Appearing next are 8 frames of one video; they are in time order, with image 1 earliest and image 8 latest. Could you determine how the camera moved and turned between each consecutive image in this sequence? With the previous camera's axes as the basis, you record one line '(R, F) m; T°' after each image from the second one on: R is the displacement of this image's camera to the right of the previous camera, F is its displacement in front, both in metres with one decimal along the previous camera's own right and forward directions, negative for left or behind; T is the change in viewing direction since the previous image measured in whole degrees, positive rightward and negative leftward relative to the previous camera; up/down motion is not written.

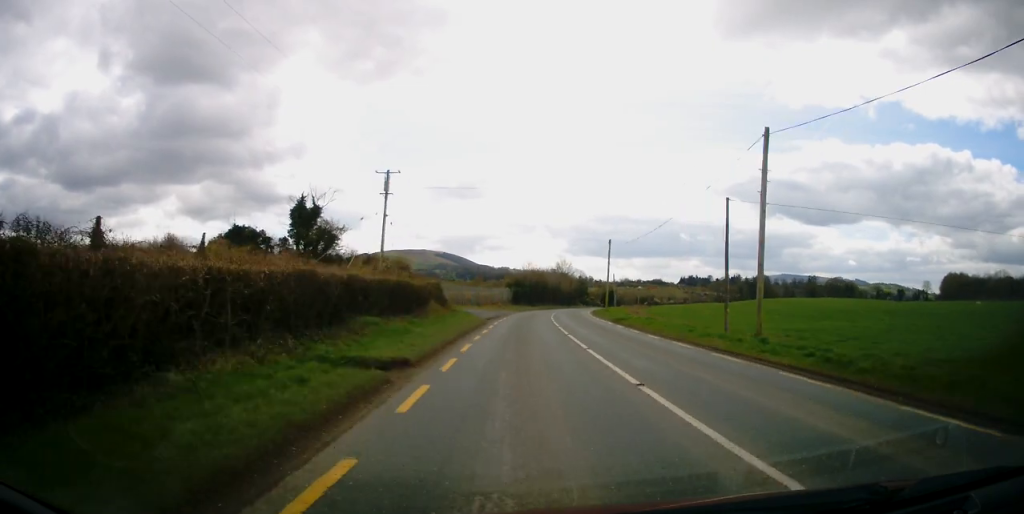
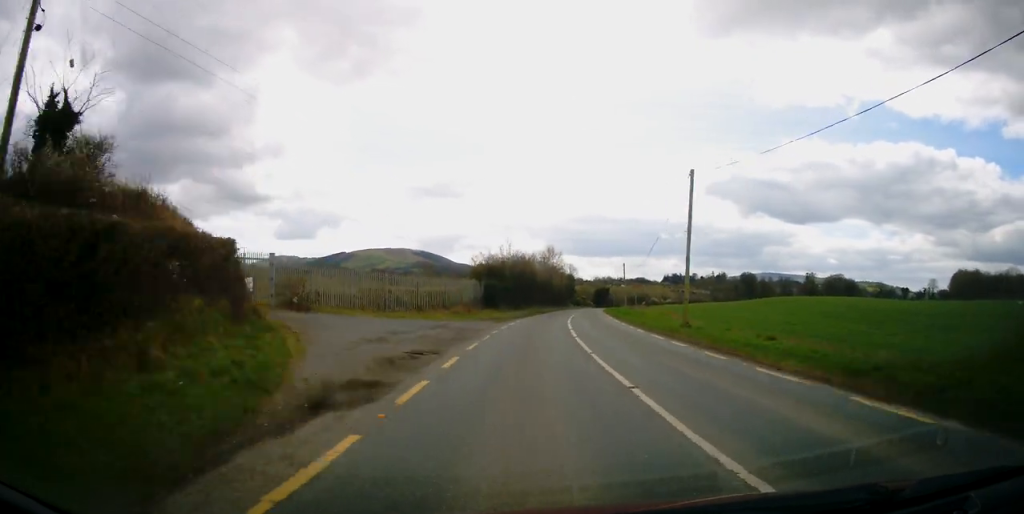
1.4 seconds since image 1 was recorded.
(+0.3, +31.1) m; +2°
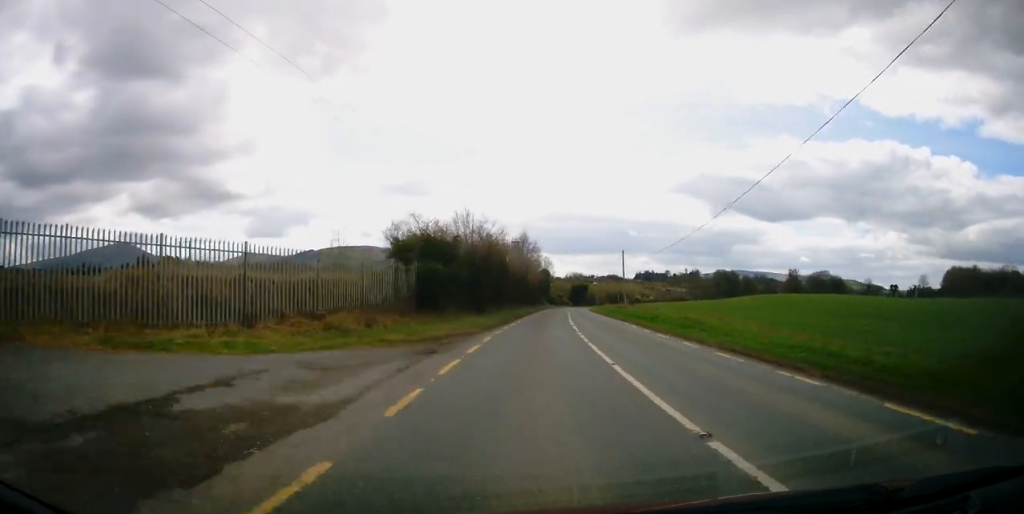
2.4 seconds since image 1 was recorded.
(+0.3, +21.0) m; +2°
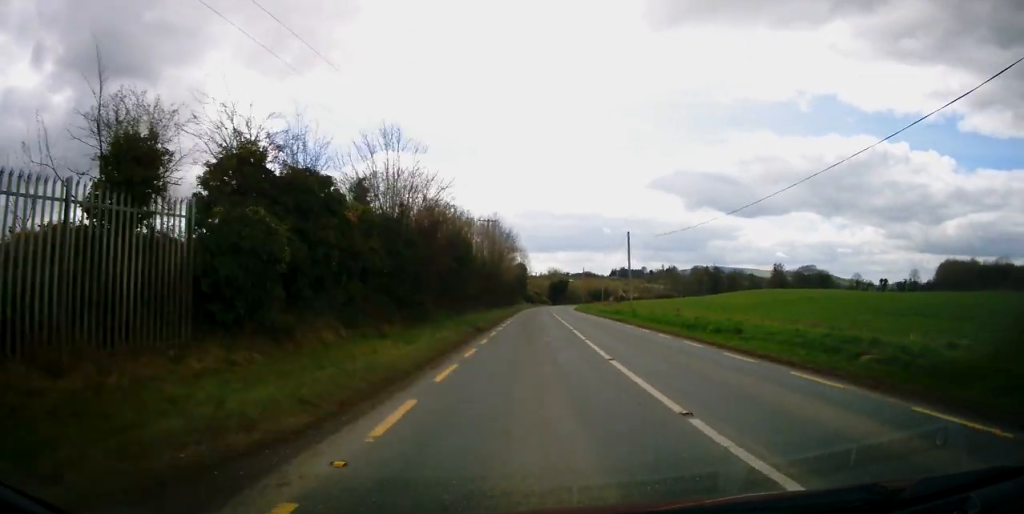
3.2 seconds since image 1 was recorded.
(+0.3, +16.8) m; +2°
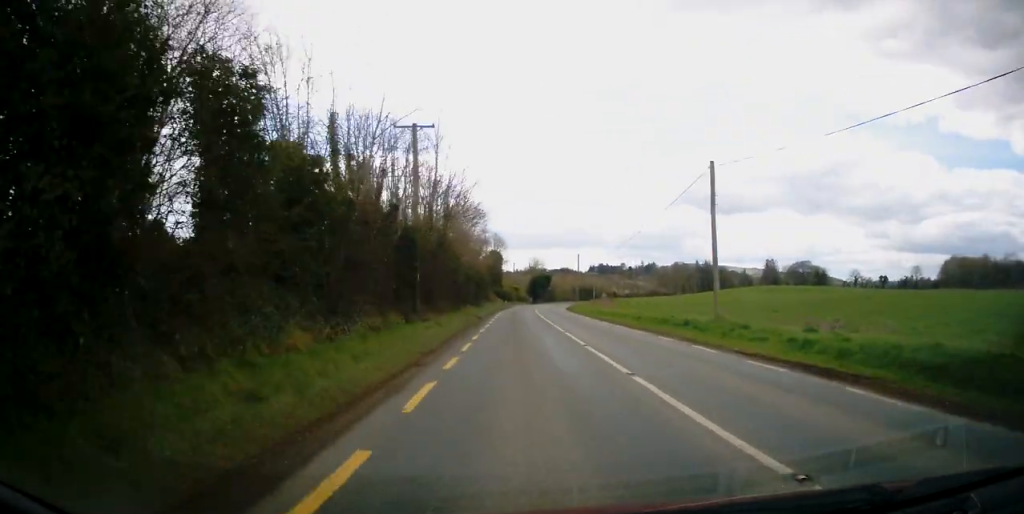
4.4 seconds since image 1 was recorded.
(+1.0, +26.5) m; +3°
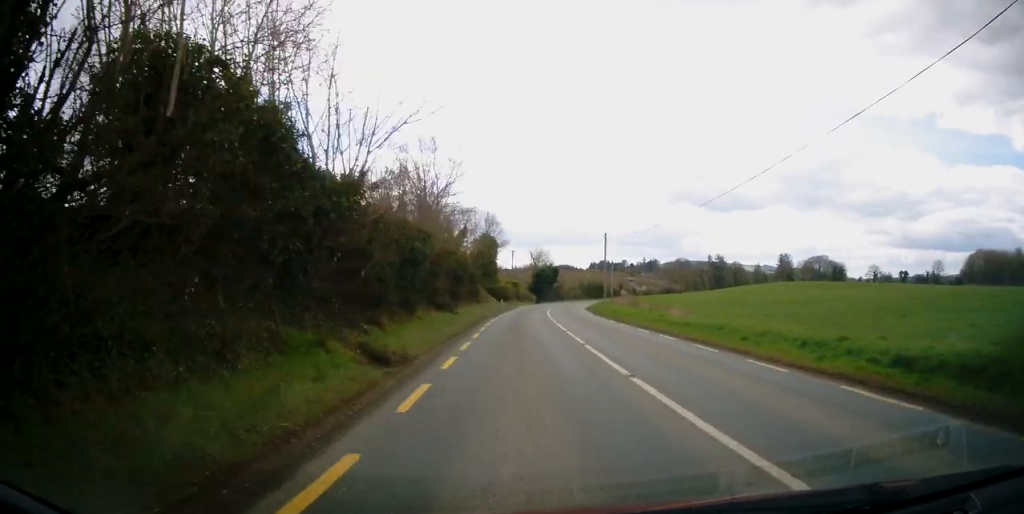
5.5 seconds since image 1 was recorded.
(+0.3, +24.2) m; +1°
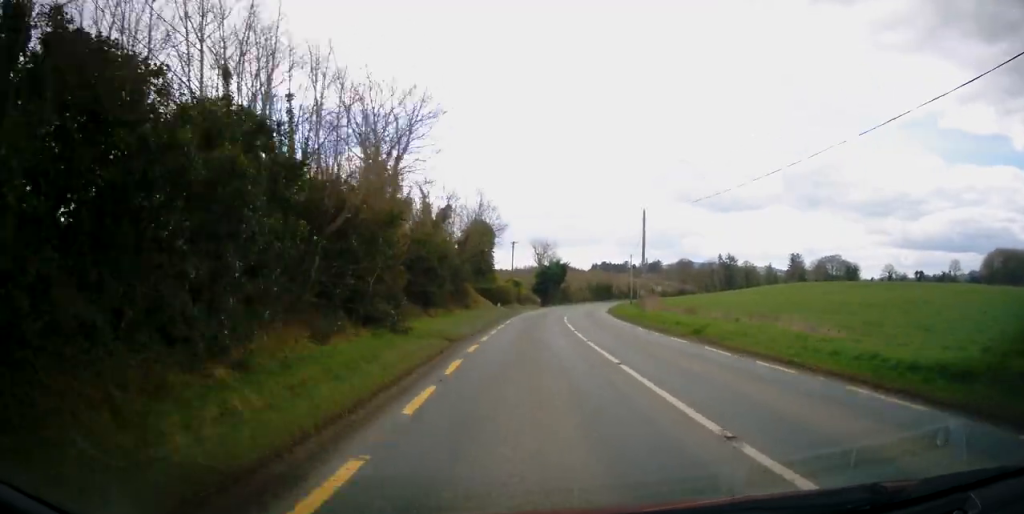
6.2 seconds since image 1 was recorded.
(0.0, +16.1) m; 0°
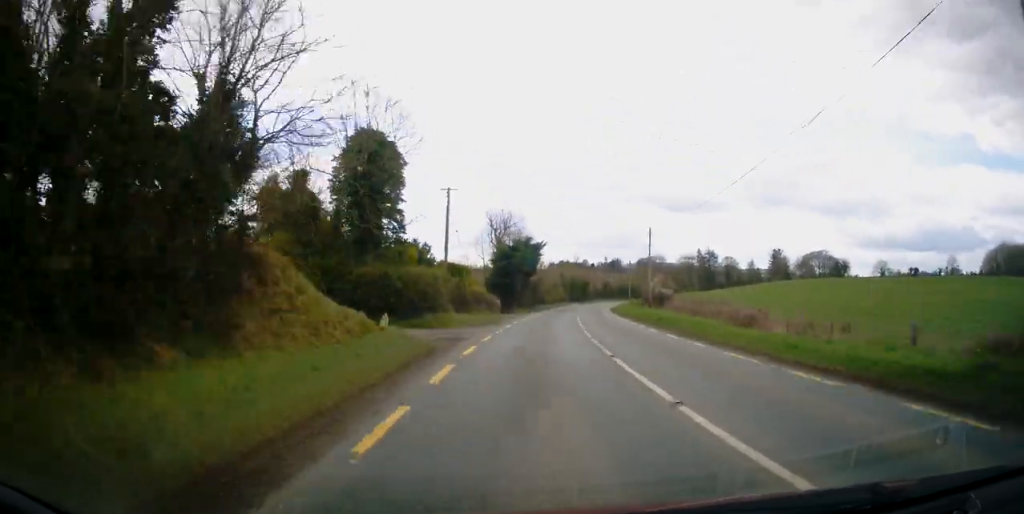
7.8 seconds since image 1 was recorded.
(+0.5, +34.0) m; +2°
